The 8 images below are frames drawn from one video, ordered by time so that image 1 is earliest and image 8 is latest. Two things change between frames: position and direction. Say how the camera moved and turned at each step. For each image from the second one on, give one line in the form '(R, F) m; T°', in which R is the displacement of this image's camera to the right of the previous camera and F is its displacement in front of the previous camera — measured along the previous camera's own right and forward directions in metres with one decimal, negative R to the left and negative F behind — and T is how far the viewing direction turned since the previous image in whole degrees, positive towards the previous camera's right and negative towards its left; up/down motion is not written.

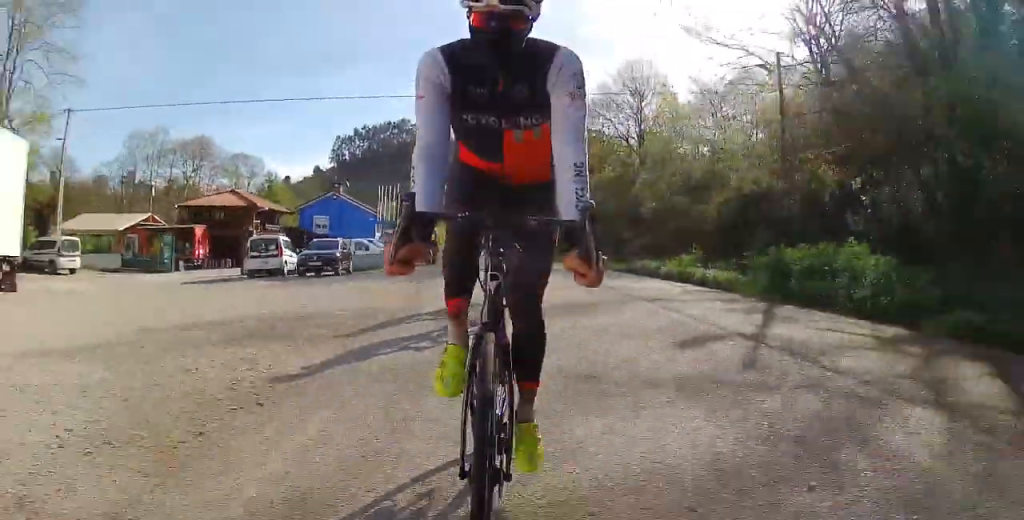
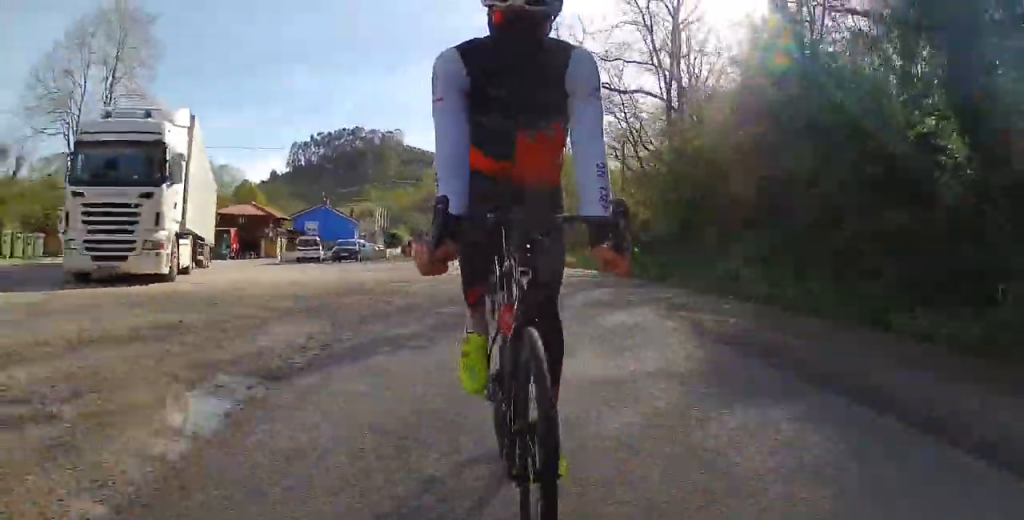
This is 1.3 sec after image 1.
(+1.2, +16.2) m; +4°
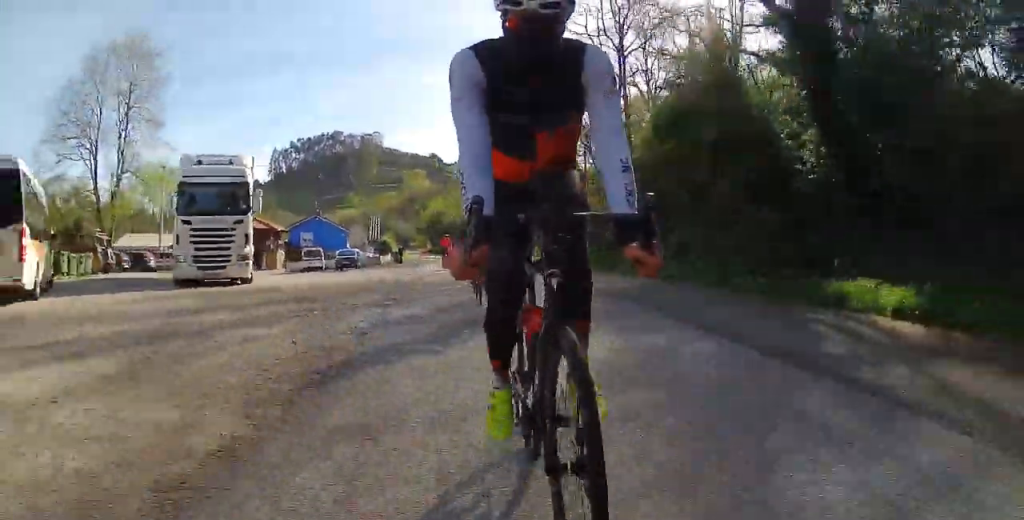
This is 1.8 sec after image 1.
(-0.1, +5.7) m; +1°
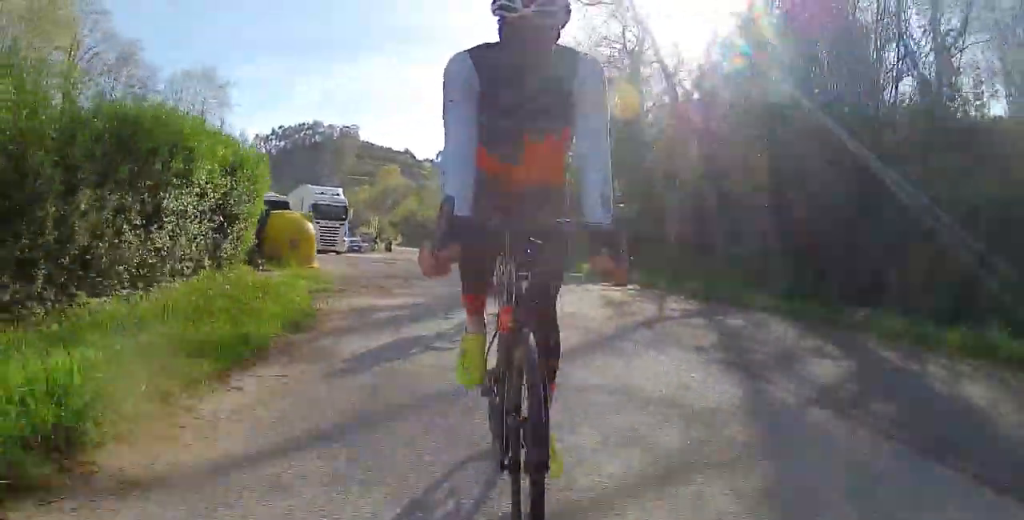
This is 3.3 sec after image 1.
(+0.7, +18.4) m; +4°
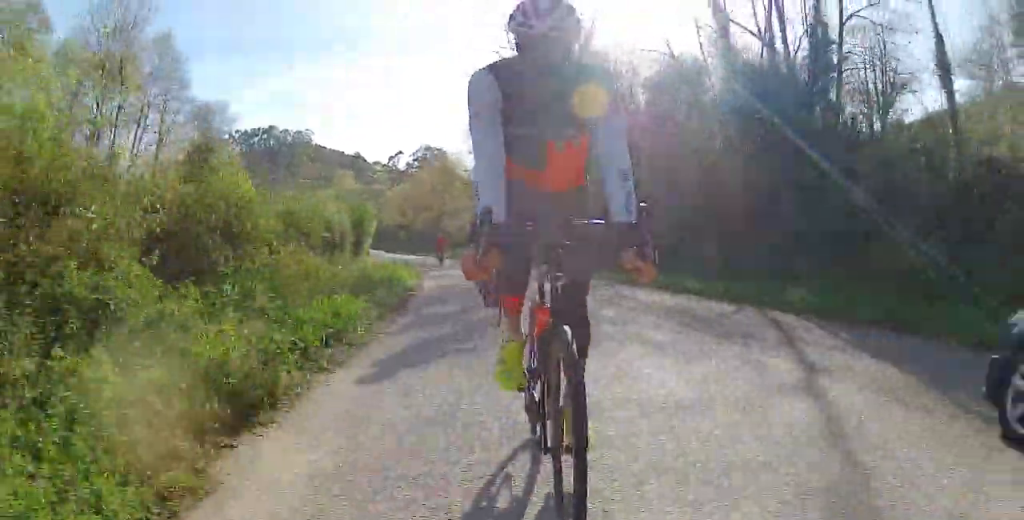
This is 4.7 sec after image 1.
(+0.6, +16.8) m; +9°
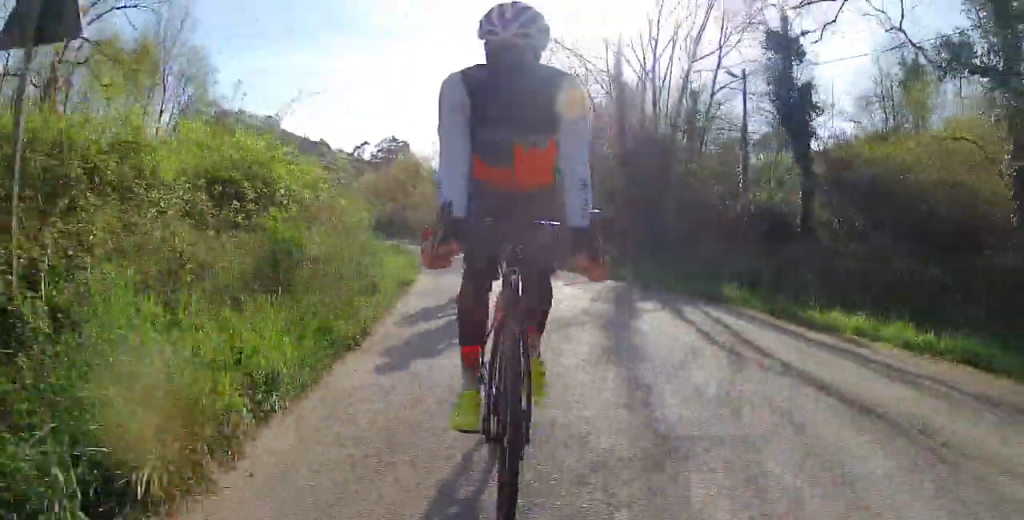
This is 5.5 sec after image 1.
(+0.9, +9.2) m; +7°
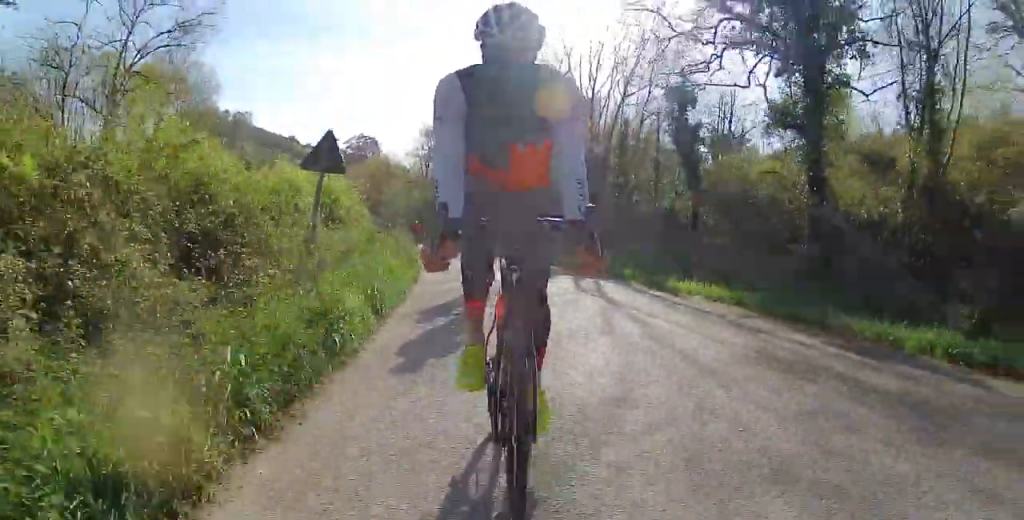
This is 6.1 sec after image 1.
(+0.3, +6.6) m; +3°
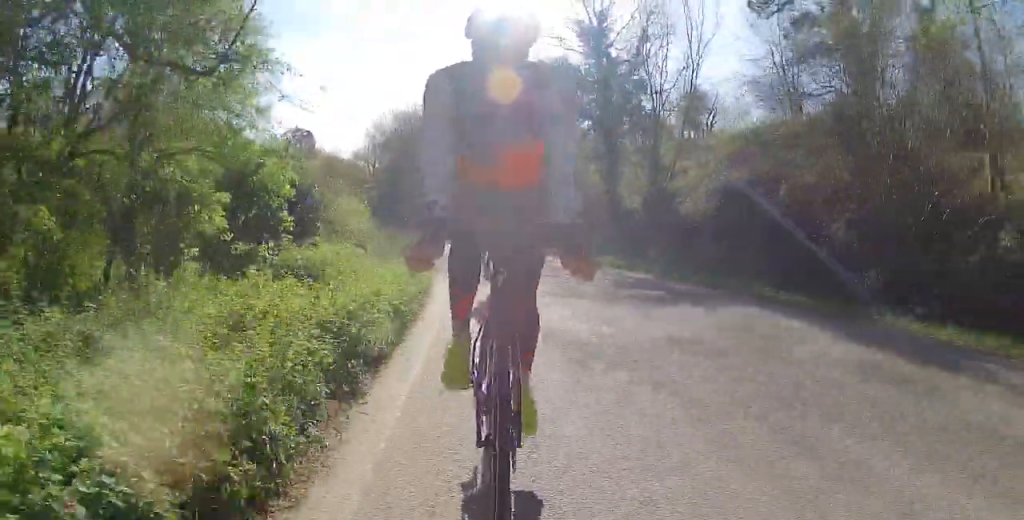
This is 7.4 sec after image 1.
(+0.3, +15.7) m; +1°
